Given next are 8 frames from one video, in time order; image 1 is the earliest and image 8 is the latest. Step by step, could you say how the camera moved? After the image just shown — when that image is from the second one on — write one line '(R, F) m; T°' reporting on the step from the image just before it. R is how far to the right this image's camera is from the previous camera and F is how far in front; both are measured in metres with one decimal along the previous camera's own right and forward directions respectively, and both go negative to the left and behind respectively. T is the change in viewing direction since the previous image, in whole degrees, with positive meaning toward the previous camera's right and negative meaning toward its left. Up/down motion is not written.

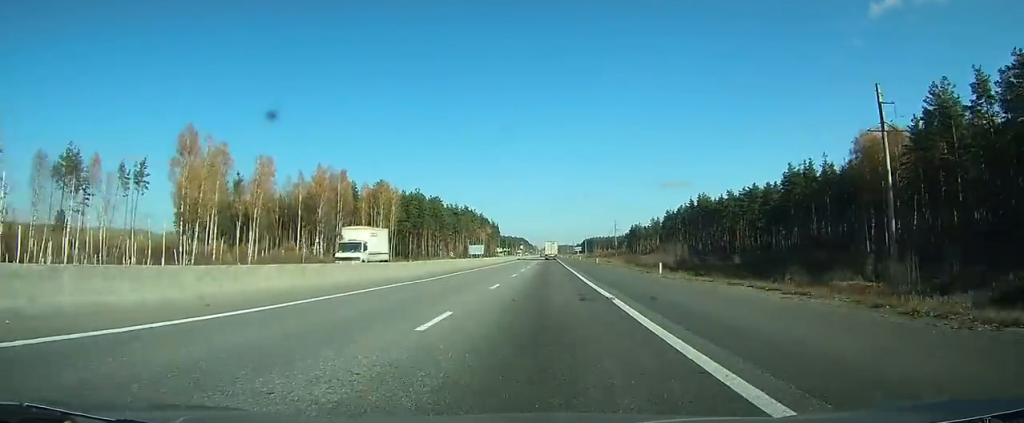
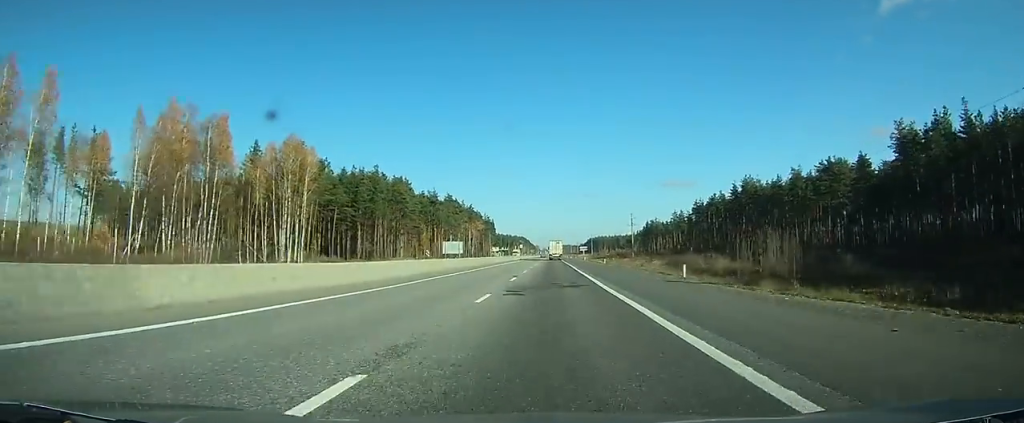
(-0.1, +56.7) m; 0°
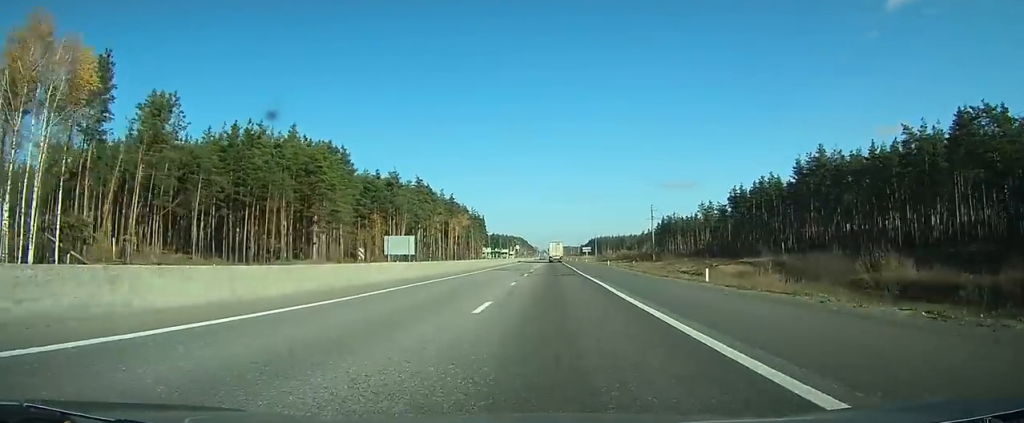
(0.0, +53.4) m; 0°
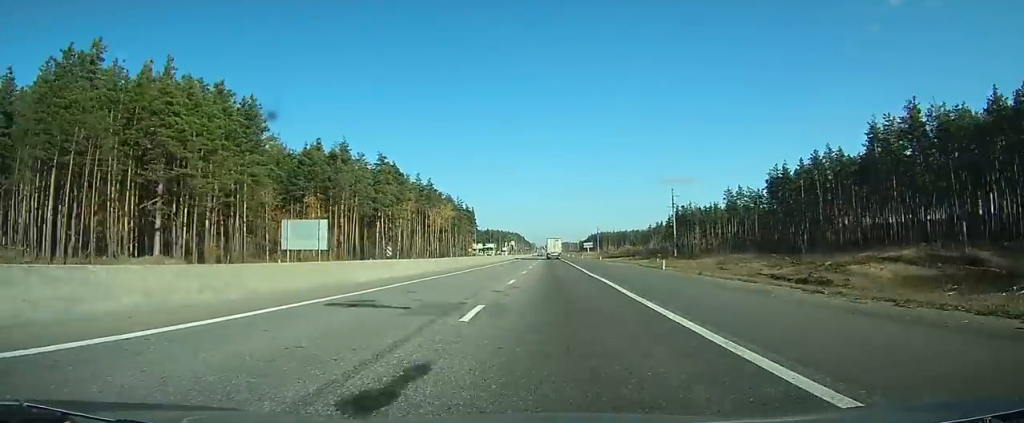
(+0.1, +37.4) m; 0°
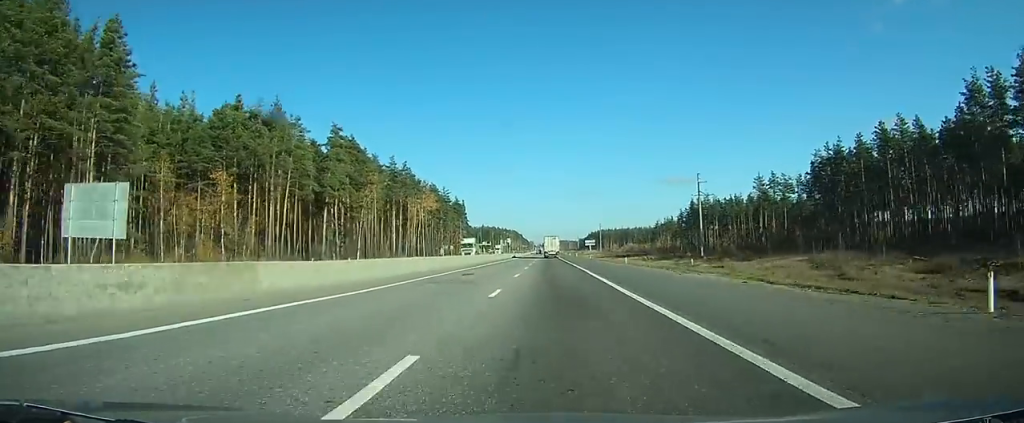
(+0.1, +29.4) m; 0°
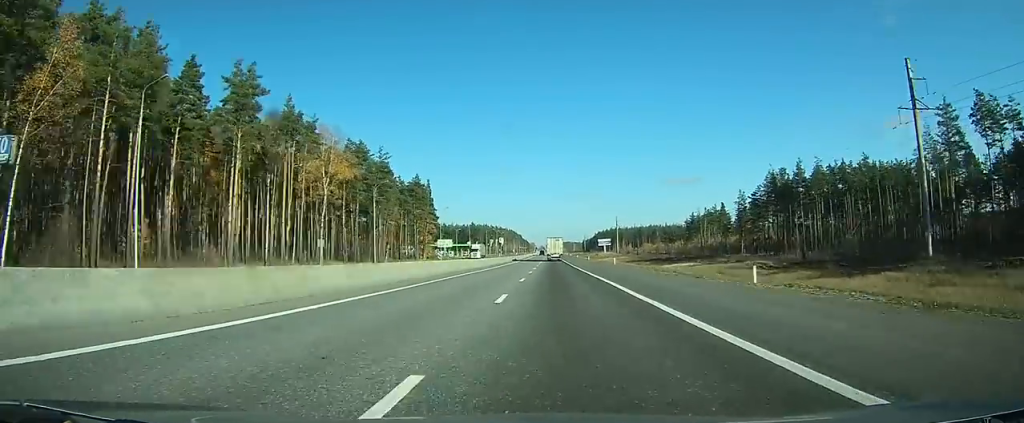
(0.0, +83.7) m; 0°
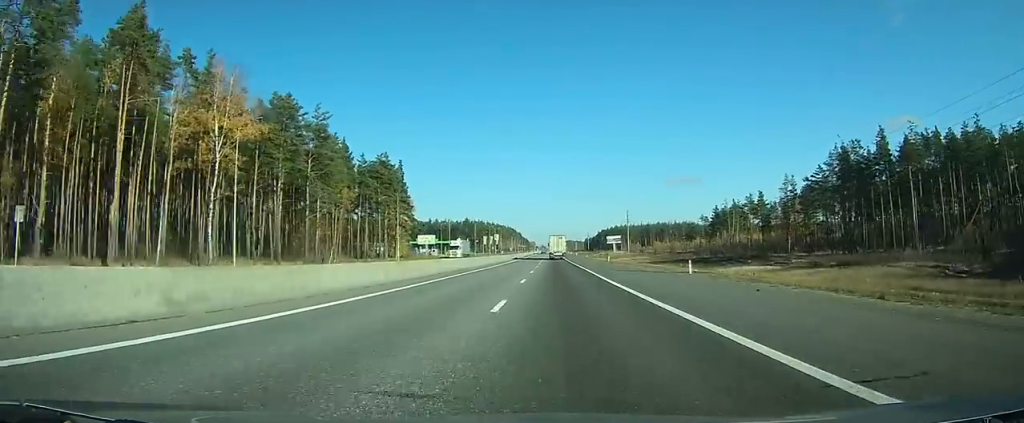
(0.0, +40.2) m; 0°
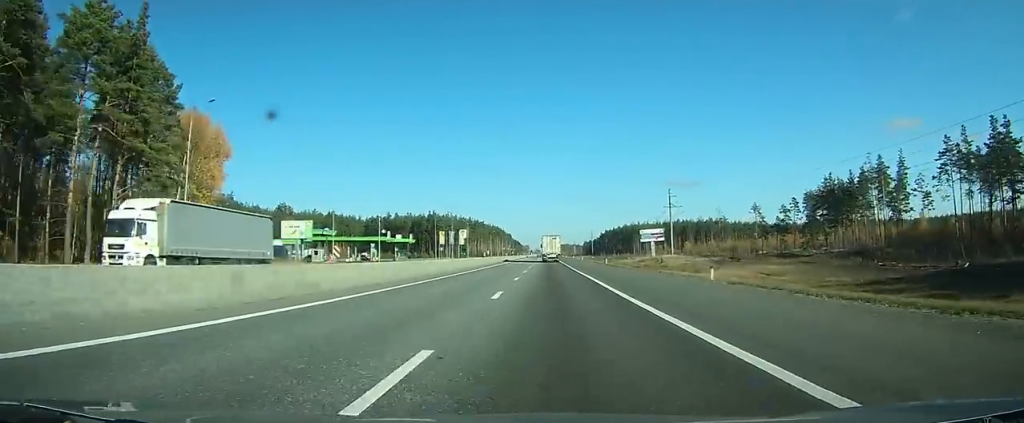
(+0.3, +105.7) m; 0°
